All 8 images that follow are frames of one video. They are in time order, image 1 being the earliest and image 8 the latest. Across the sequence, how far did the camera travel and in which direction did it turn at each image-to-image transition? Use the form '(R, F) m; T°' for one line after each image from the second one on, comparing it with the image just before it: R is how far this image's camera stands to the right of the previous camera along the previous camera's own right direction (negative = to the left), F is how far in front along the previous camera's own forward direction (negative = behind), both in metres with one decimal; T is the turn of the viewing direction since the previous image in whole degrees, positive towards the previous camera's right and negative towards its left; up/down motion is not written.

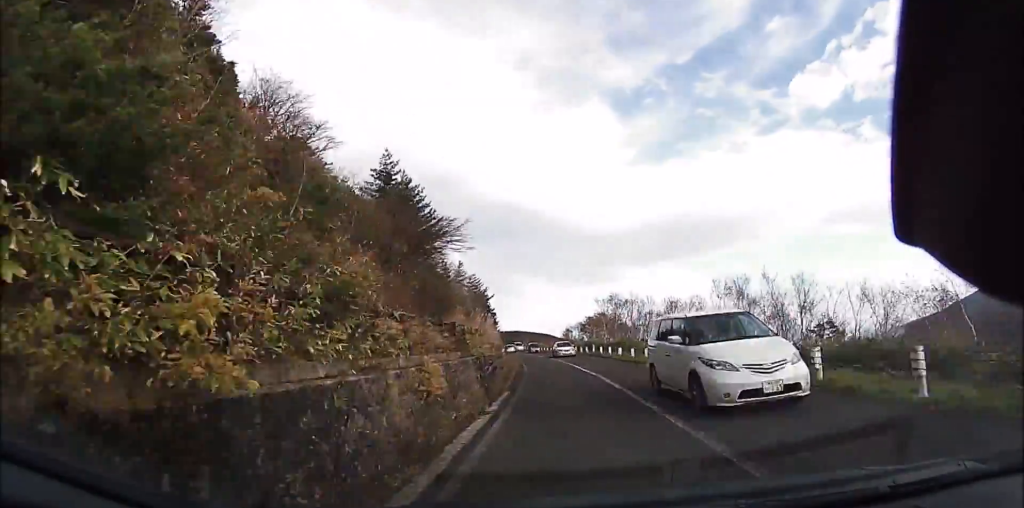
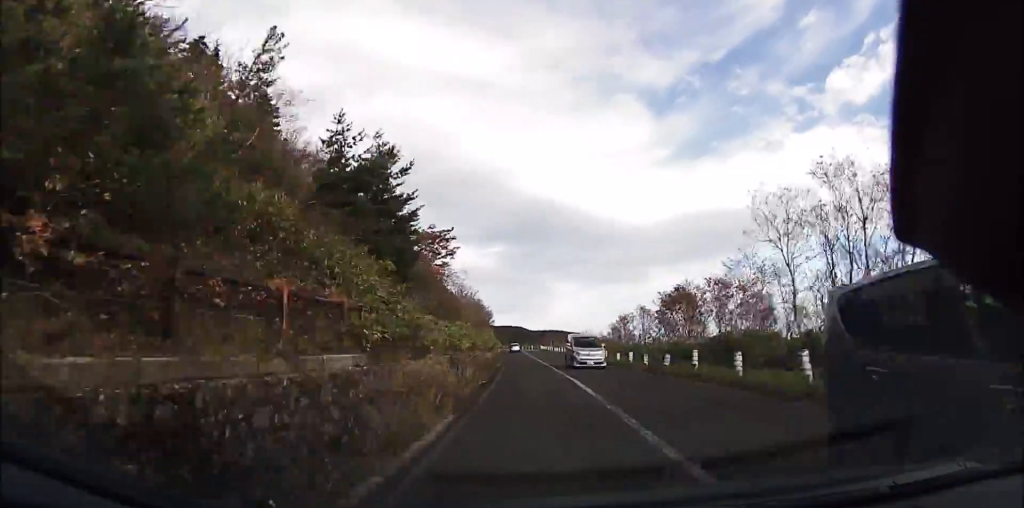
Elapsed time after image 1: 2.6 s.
(+1.2, +33.7) m; 0°
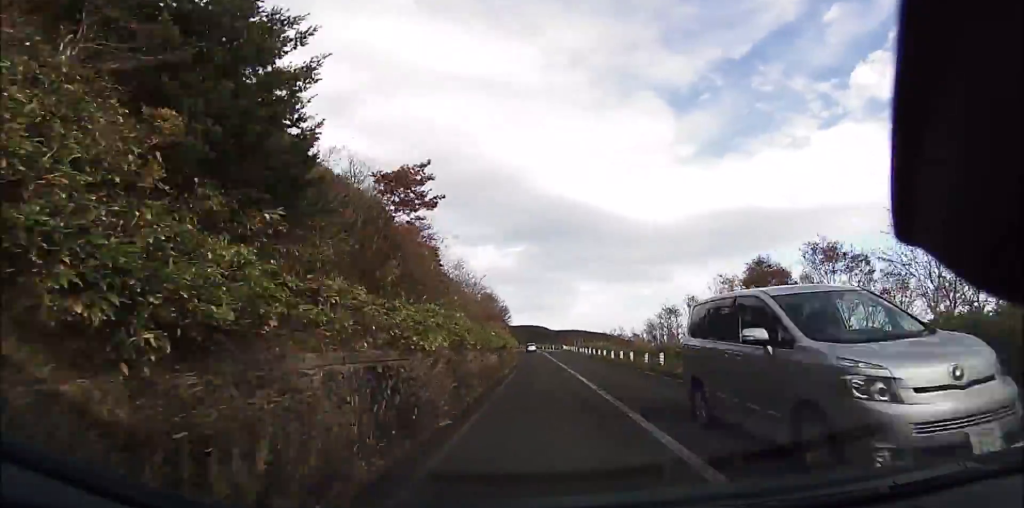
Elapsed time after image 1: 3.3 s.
(0.0, +9.1) m; -1°
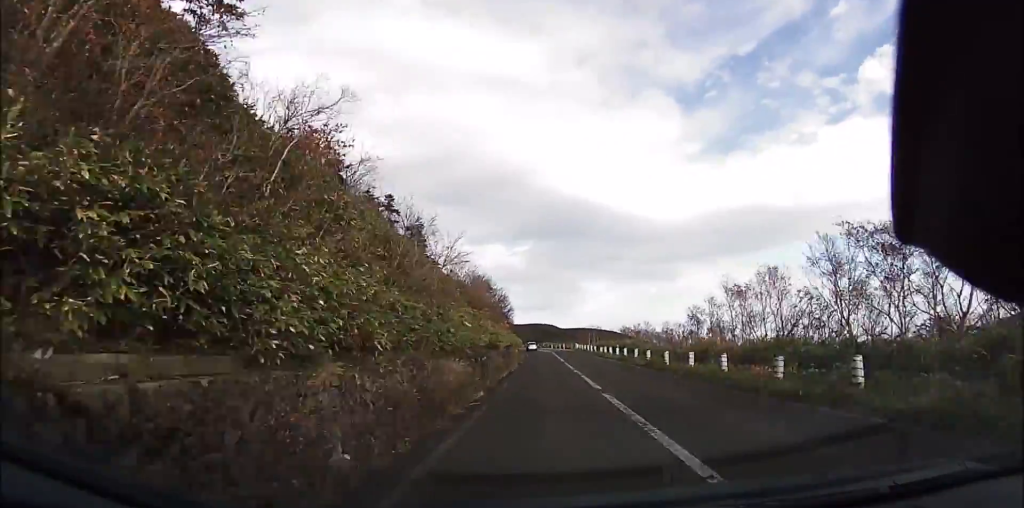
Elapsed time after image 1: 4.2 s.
(-0.2, +11.9) m; -1°
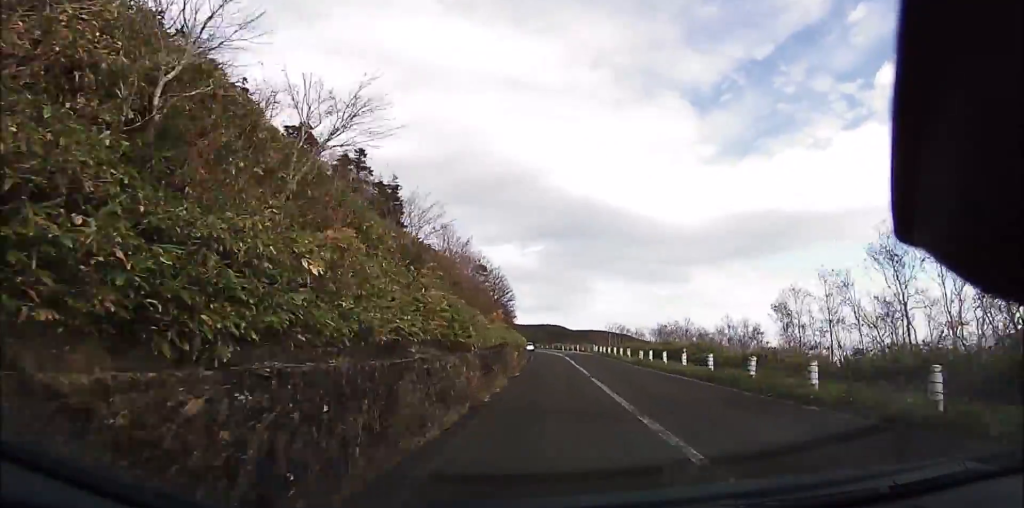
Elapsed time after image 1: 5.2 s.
(-0.1, +12.8) m; -1°
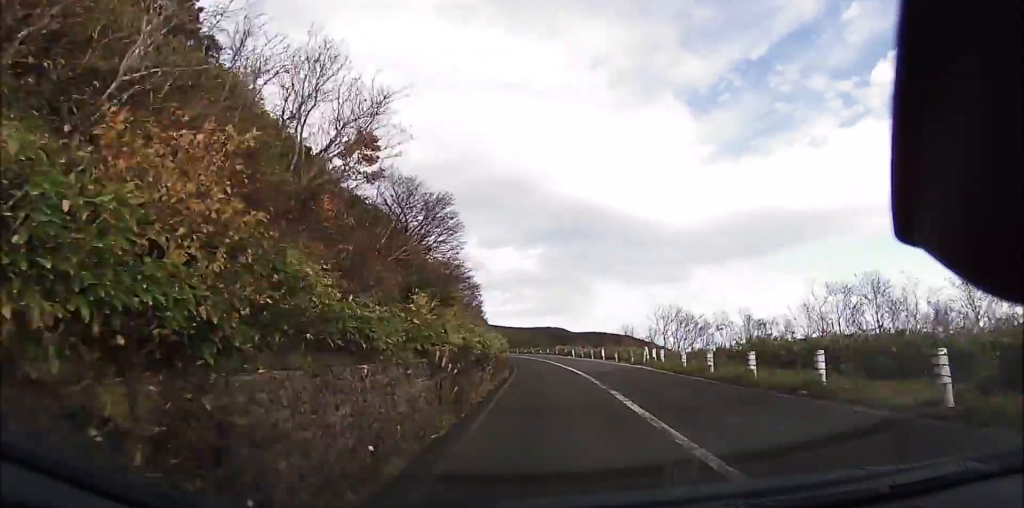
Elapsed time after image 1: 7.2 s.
(-0.7, +27.5) m; -3°
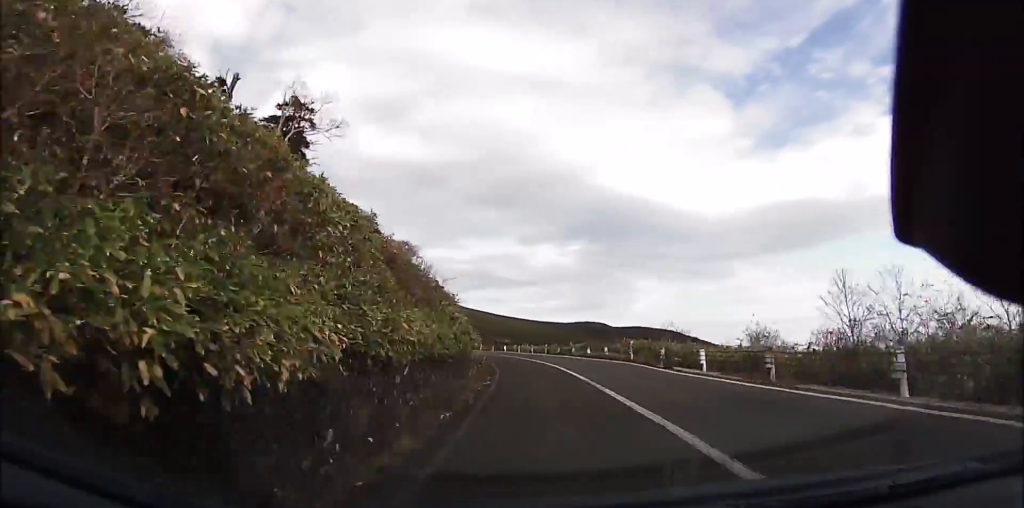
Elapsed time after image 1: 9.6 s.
(-0.9, +32.2) m; -5°
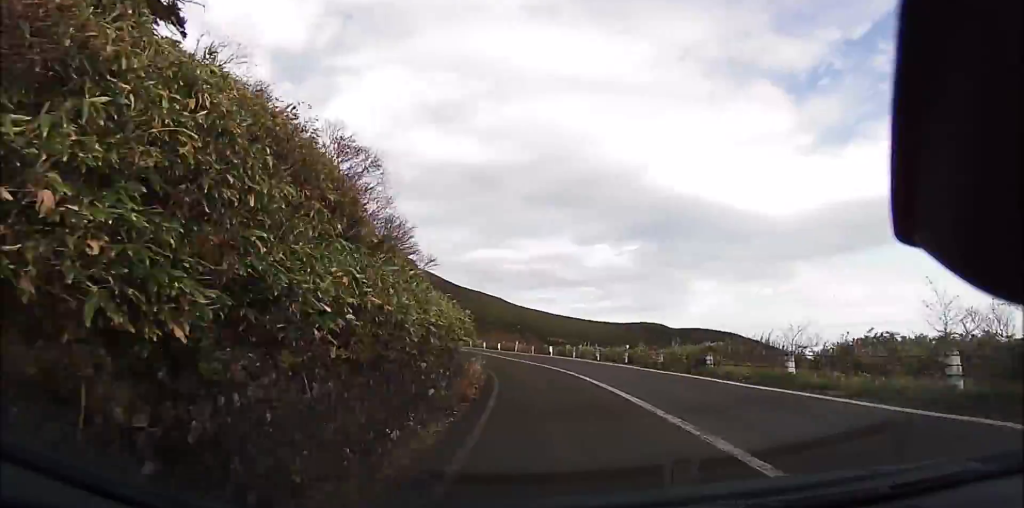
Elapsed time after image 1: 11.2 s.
(-0.9, +20.2) m; -6°
